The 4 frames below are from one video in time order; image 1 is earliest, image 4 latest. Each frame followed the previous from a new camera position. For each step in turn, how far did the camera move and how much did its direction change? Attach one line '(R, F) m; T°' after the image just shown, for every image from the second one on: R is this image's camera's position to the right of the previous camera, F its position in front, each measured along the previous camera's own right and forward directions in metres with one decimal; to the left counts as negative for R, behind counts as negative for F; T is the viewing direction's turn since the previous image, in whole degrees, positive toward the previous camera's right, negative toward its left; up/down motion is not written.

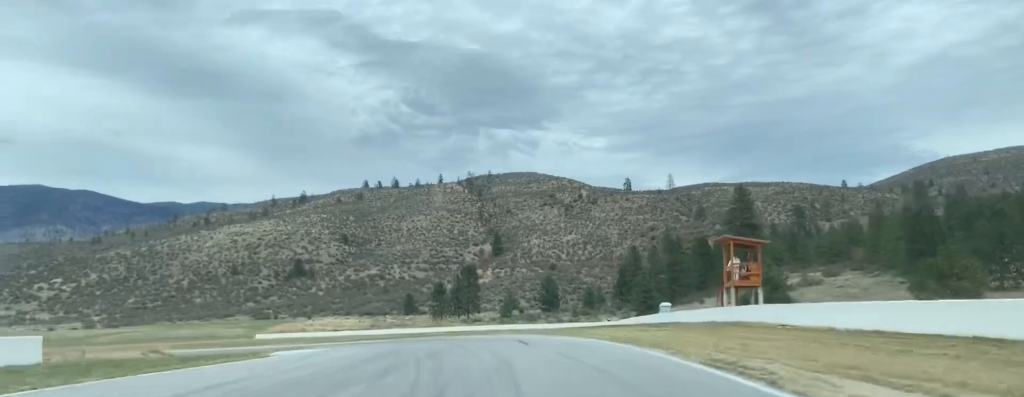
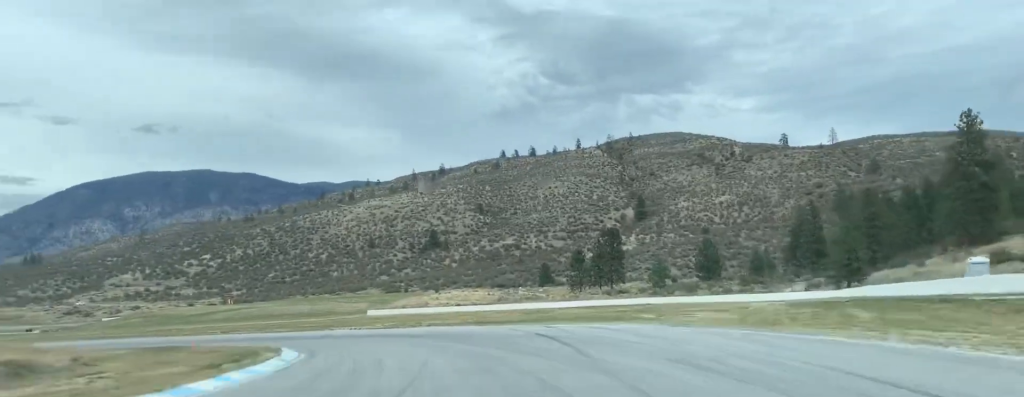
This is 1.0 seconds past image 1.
(-1.9, +36.7) m; -9°
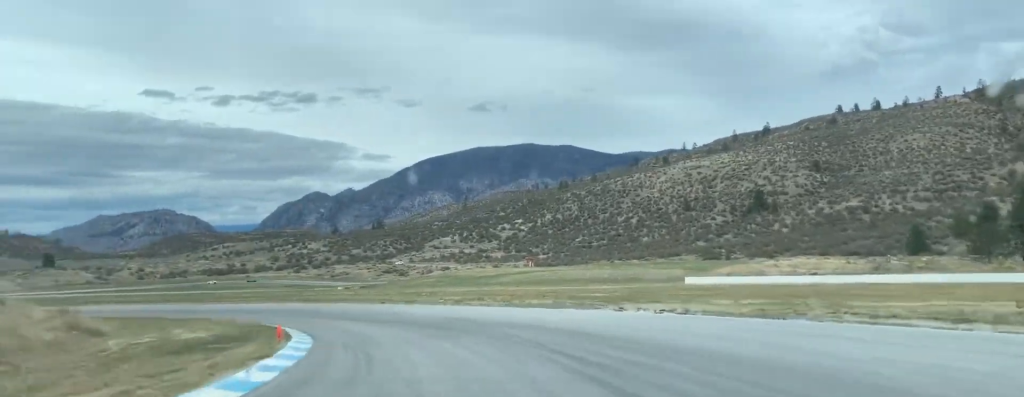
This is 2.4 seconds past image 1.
(-8.2, +46.0) m; -27°
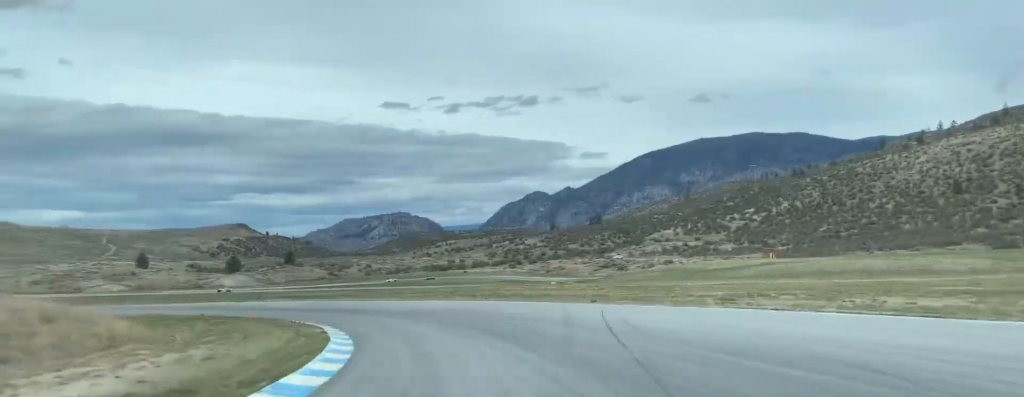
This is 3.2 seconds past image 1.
(-4.0, +24.6) m; -17°
